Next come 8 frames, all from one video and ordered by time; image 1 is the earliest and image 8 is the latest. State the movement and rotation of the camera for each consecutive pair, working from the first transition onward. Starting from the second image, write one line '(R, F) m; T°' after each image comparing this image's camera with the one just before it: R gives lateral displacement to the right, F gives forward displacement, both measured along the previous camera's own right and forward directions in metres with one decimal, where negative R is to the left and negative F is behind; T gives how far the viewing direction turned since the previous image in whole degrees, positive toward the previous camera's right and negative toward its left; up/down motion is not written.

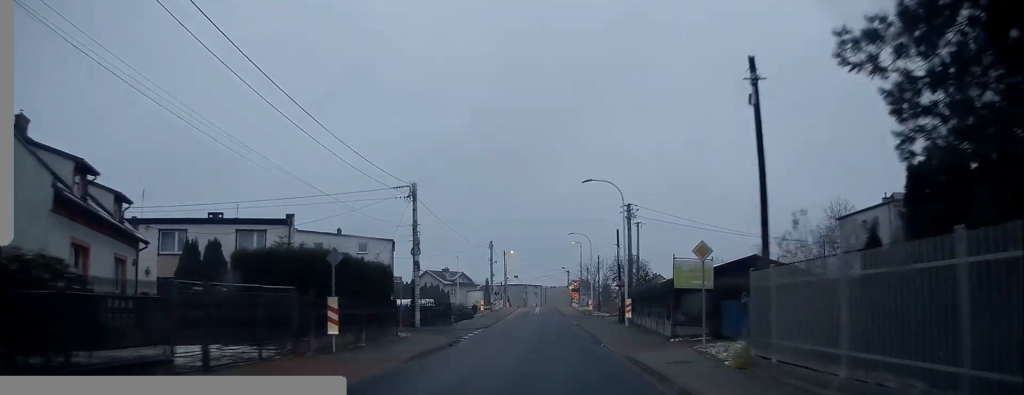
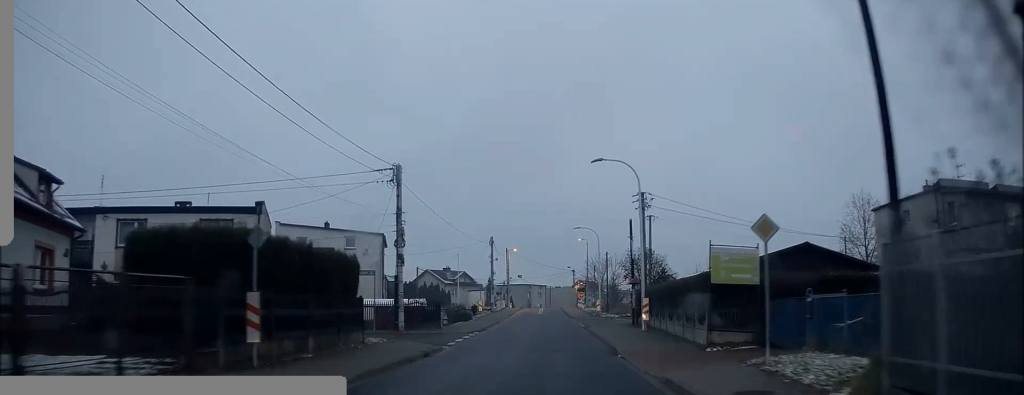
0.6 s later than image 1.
(+0.1, +4.5) m; +1°
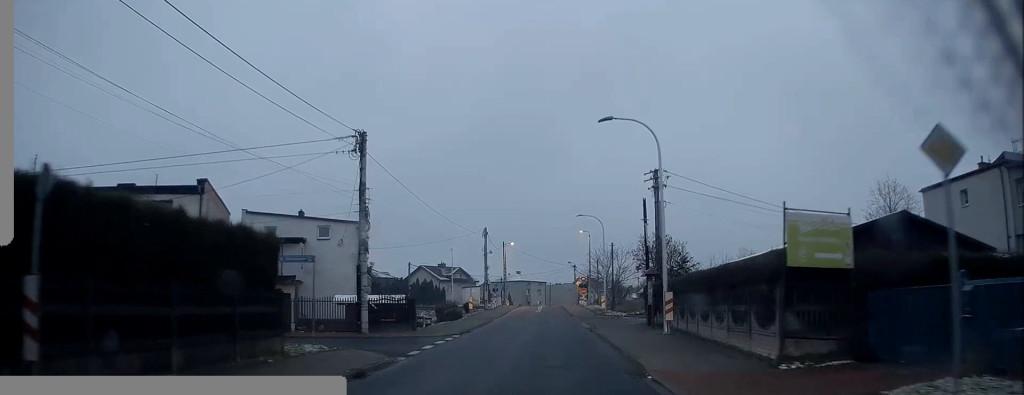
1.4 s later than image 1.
(+0.1, +6.0) m; 0°
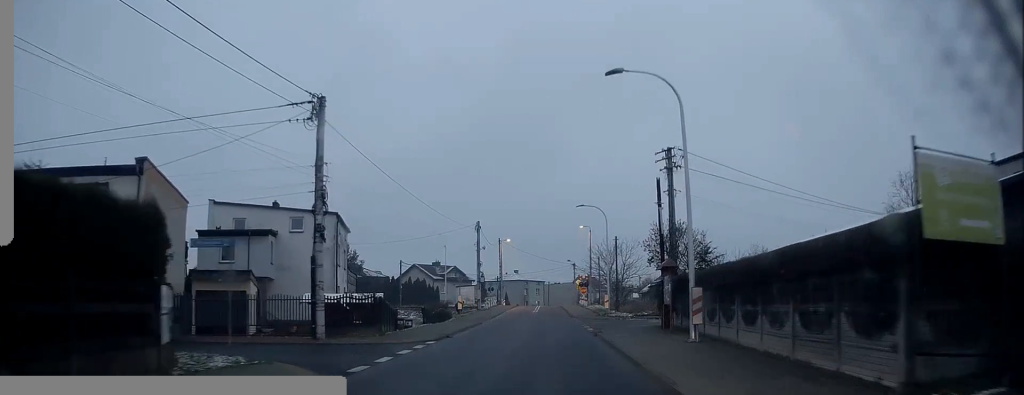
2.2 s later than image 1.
(-0.1, +5.0) m; -1°
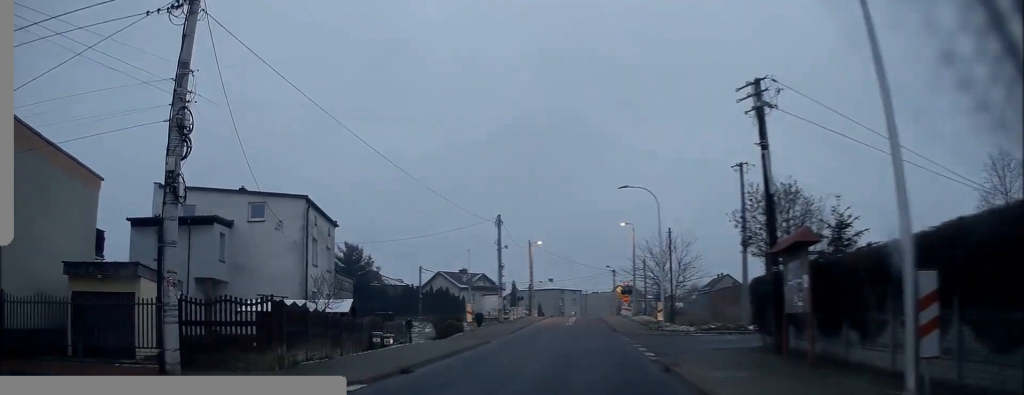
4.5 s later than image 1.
(-0.3, +11.0) m; -10°
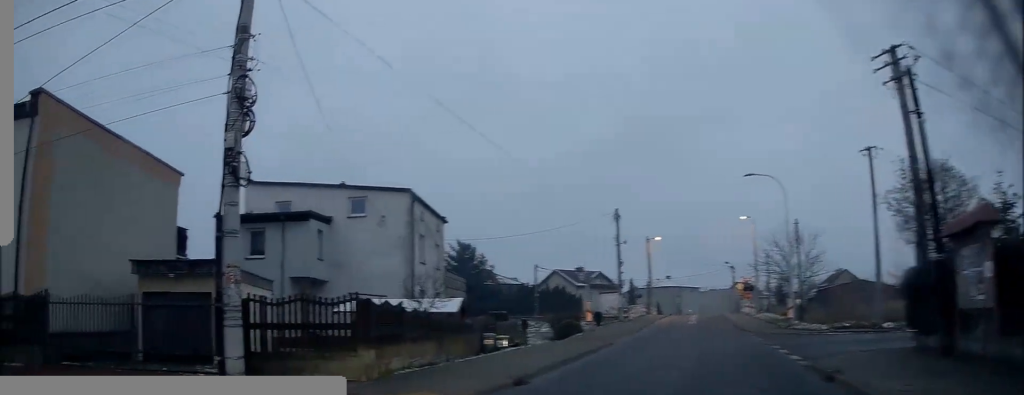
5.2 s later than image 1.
(0.0, +2.4) m; -11°
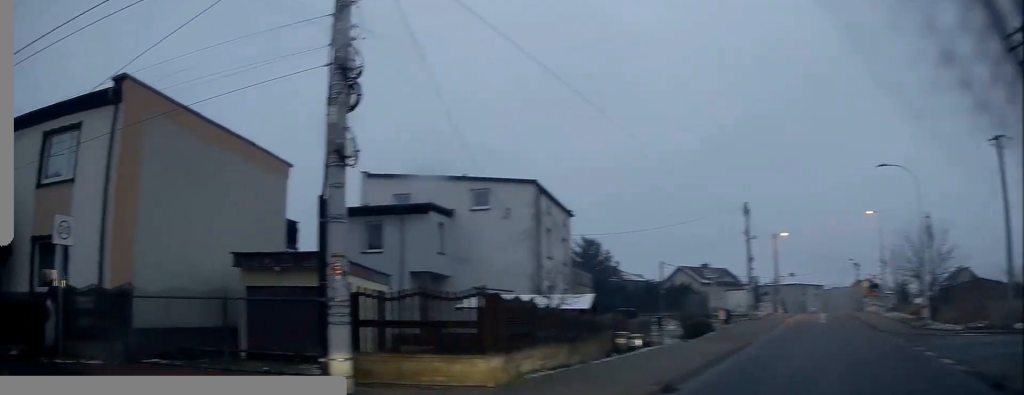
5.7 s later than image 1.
(-0.2, +1.4) m; -13°
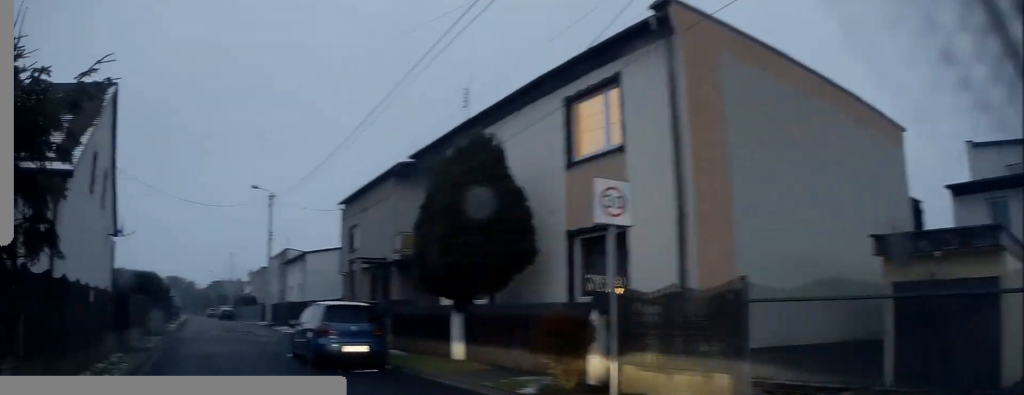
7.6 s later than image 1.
(-2.6, +4.6) m; -56°
